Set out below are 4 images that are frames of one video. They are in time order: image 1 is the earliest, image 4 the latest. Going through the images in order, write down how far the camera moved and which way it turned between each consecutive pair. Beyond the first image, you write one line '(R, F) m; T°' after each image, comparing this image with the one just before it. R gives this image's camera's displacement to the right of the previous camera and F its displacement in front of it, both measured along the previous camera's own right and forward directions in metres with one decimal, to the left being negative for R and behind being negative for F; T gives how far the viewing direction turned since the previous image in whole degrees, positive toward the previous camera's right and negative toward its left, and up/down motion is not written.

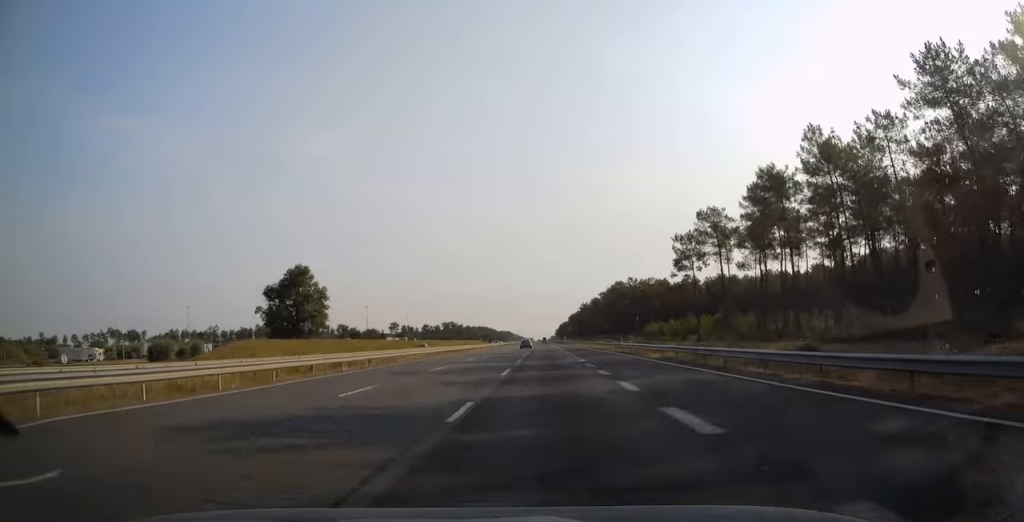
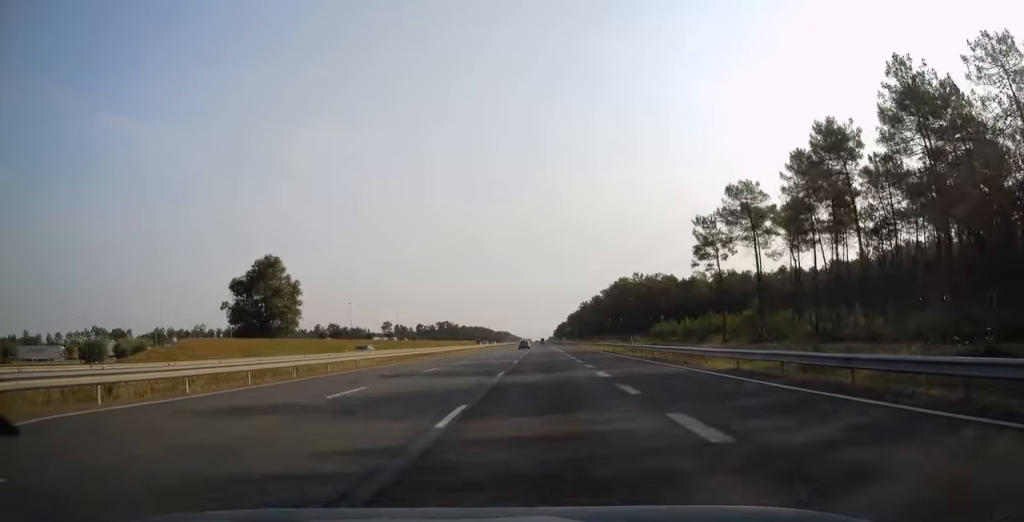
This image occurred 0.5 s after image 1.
(0.0, +13.8) m; 0°
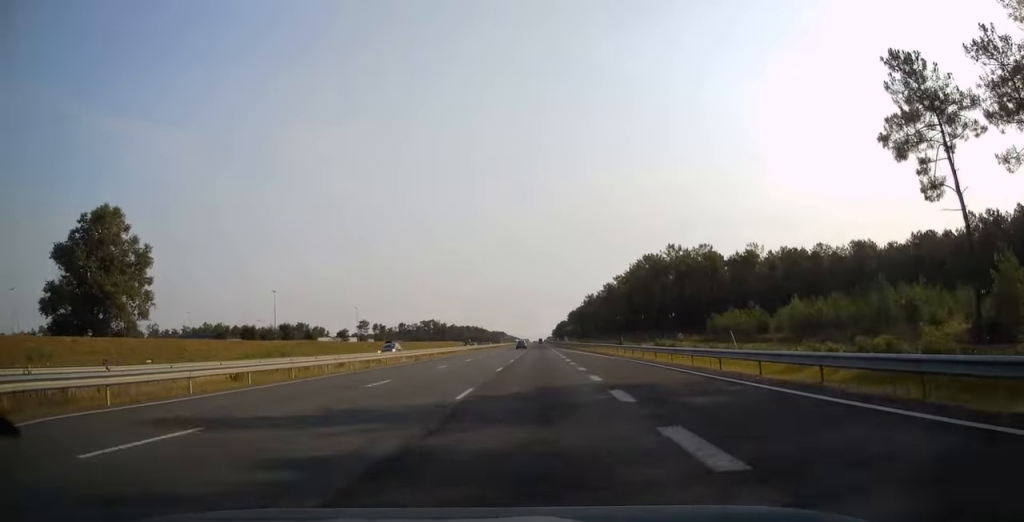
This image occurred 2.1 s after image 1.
(-0.2, +47.3) m; 0°
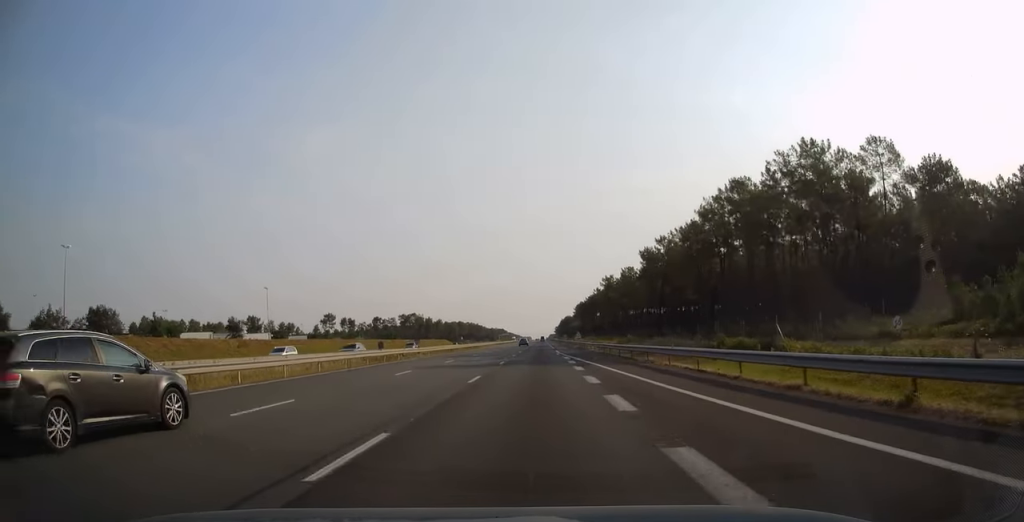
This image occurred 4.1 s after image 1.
(+0.2, +60.6) m; +1°
